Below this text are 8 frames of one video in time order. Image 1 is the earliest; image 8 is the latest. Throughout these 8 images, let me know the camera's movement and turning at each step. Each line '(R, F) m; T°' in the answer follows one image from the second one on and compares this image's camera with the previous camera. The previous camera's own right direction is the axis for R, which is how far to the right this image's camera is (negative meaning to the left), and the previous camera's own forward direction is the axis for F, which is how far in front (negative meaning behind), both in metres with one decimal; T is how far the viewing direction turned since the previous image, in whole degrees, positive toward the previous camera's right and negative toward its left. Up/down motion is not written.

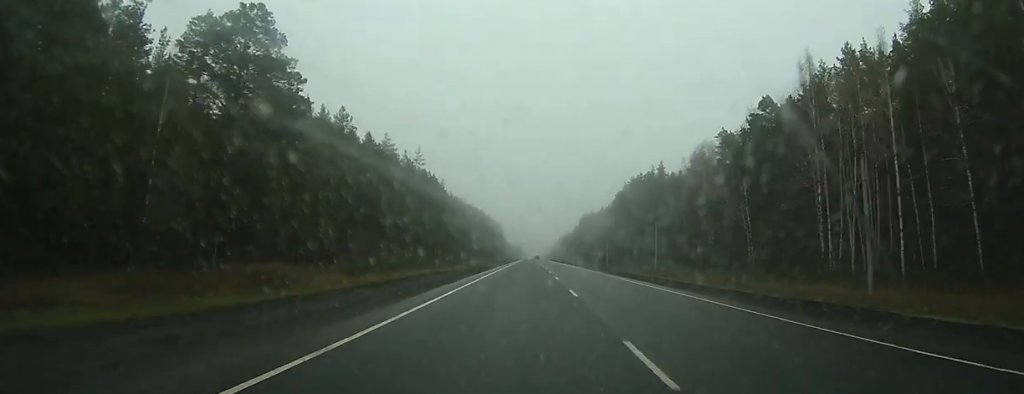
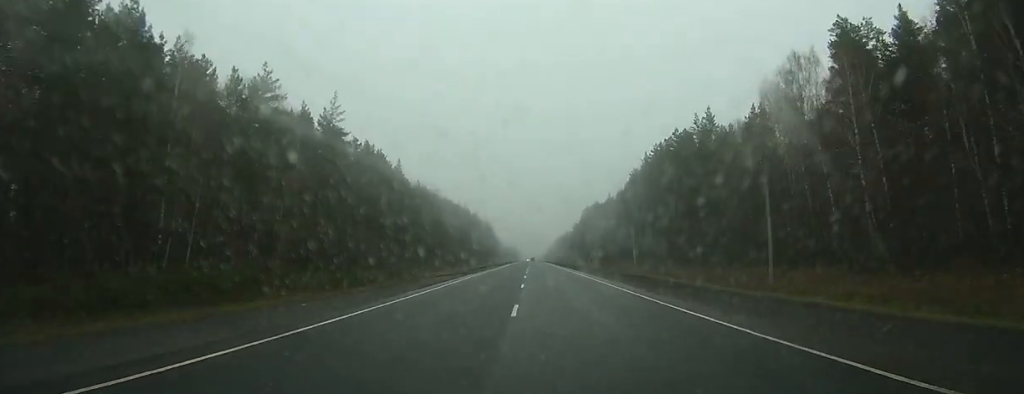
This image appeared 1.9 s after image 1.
(+0.2, +53.3) m; 0°
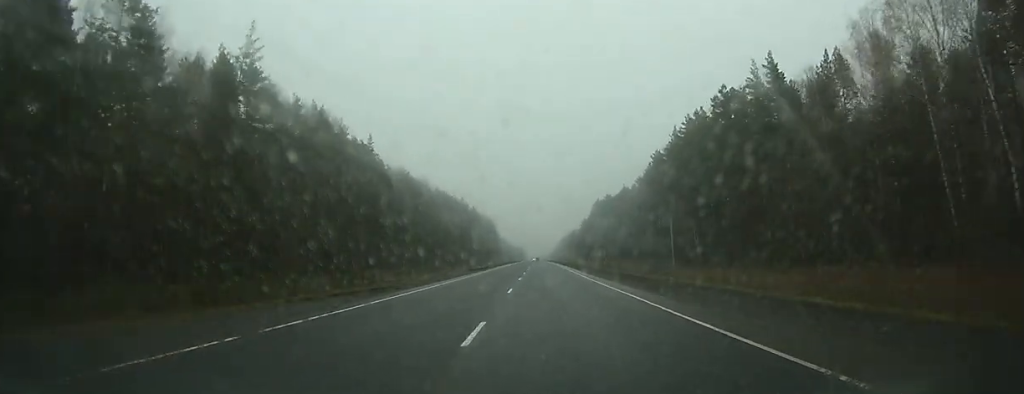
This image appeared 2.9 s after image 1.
(+0.1, +29.0) m; 0°
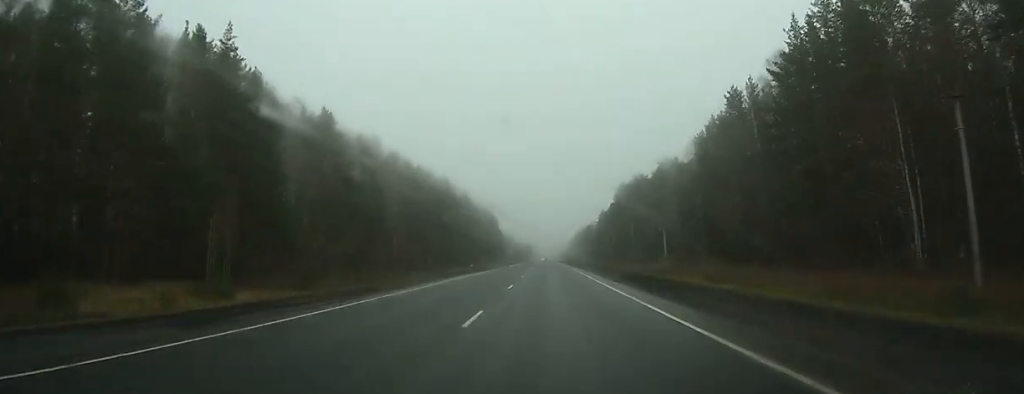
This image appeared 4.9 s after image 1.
(-0.1, +59.0) m; 0°
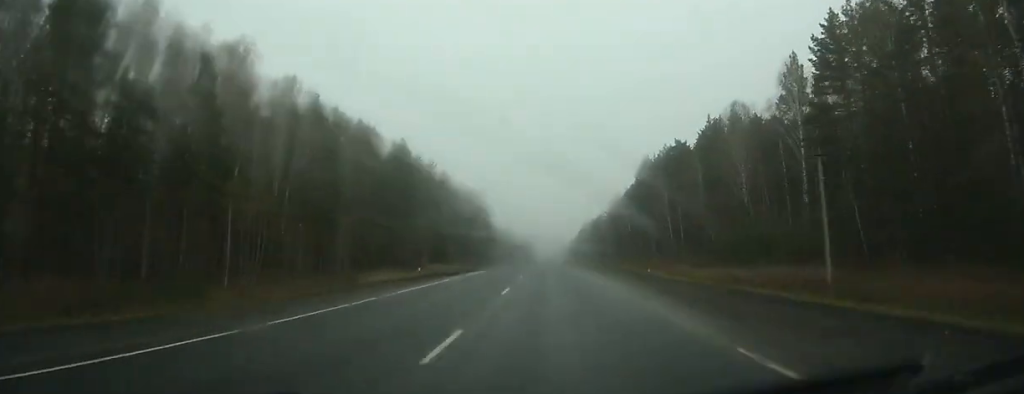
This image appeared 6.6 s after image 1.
(+0.1, +52.0) m; 0°
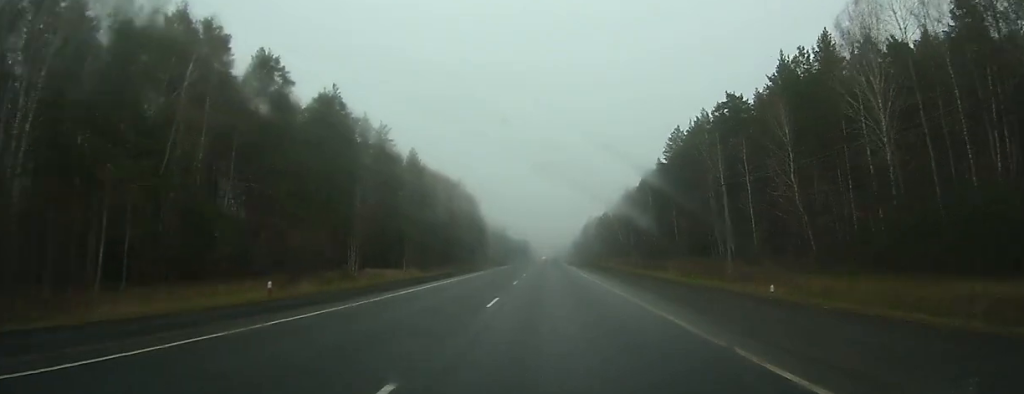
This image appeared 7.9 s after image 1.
(-0.2, +40.8) m; 0°
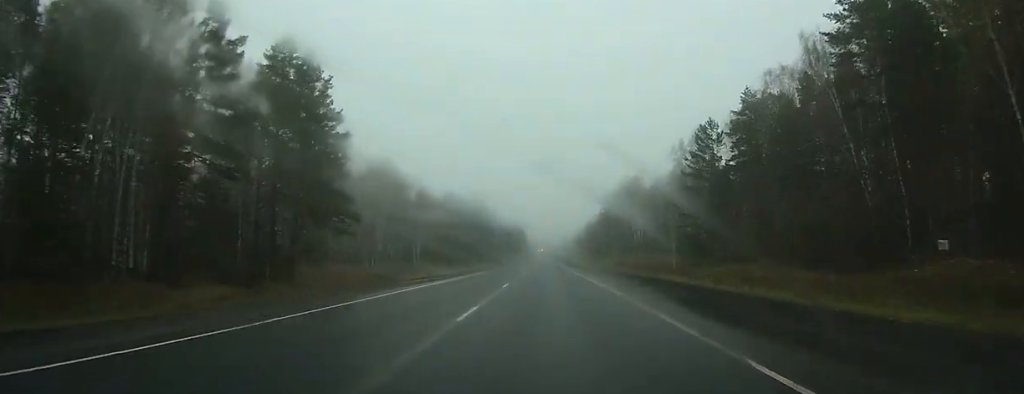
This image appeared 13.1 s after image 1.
(-1.2, +161.2) m; 0°
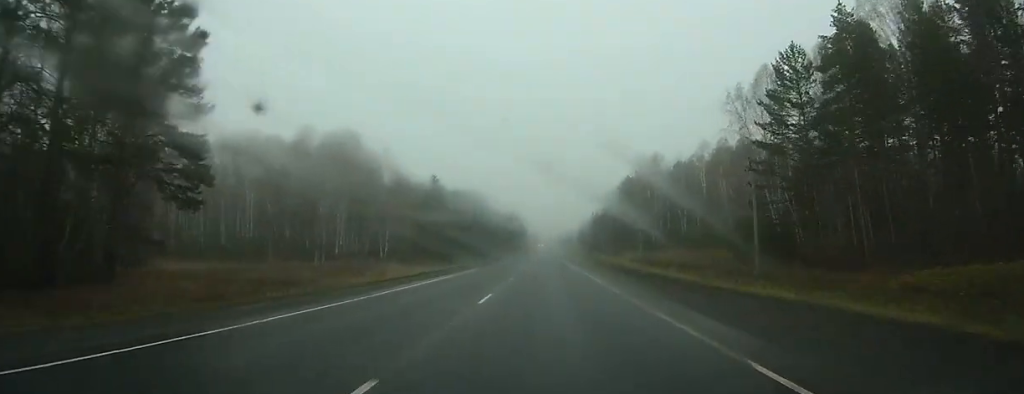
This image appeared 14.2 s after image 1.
(0.0, +33.1) m; 0°
